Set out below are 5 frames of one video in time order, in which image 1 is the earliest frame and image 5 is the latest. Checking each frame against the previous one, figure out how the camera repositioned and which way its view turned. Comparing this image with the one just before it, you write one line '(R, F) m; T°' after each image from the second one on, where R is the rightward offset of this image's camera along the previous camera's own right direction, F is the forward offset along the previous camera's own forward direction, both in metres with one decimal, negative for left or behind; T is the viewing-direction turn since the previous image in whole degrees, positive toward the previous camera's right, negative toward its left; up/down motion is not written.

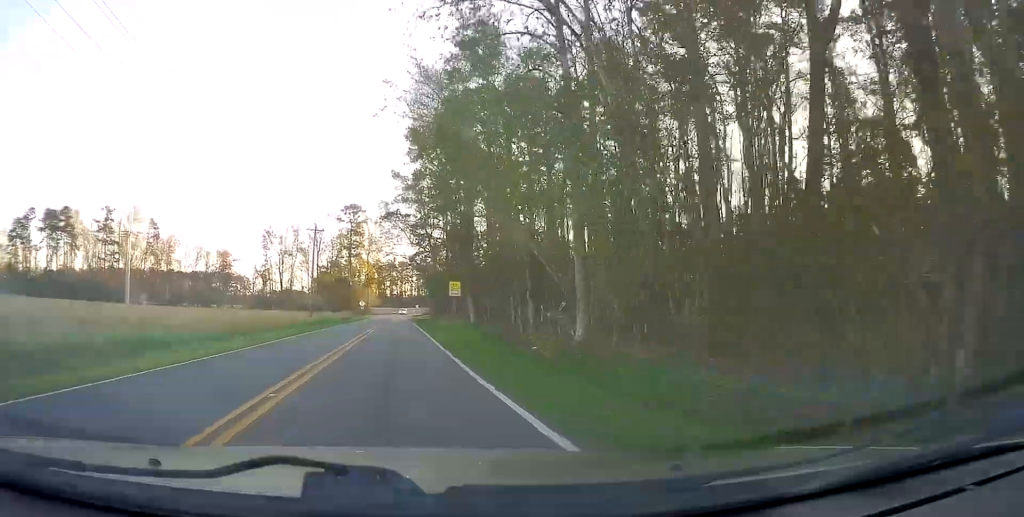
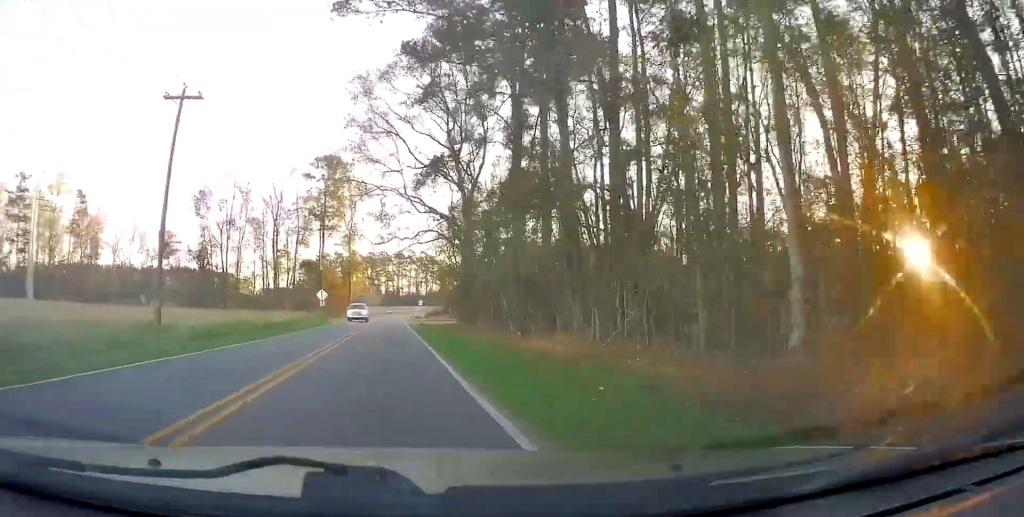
(+1.0, +43.2) m; +2°
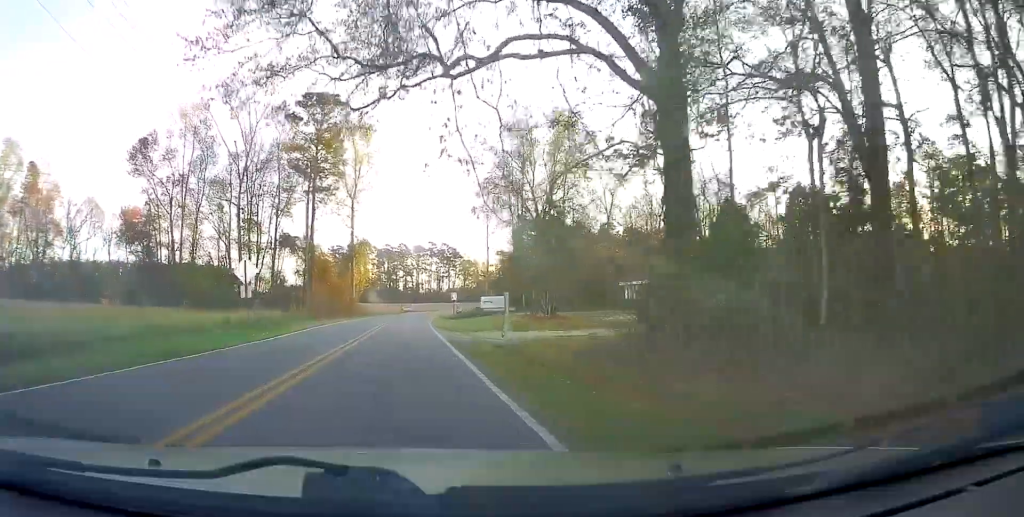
(-0.5, +28.7) m; -3°
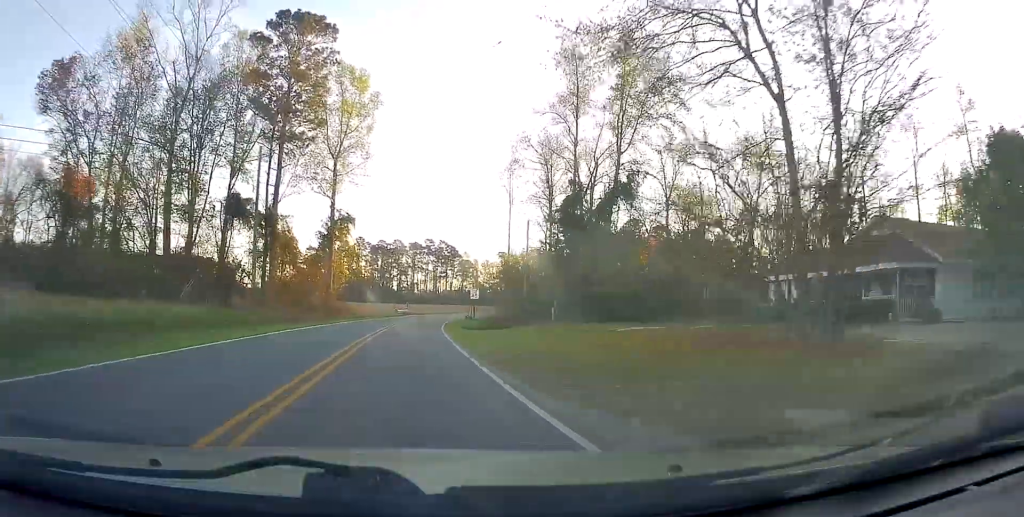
(-0.6, +21.4) m; -1°
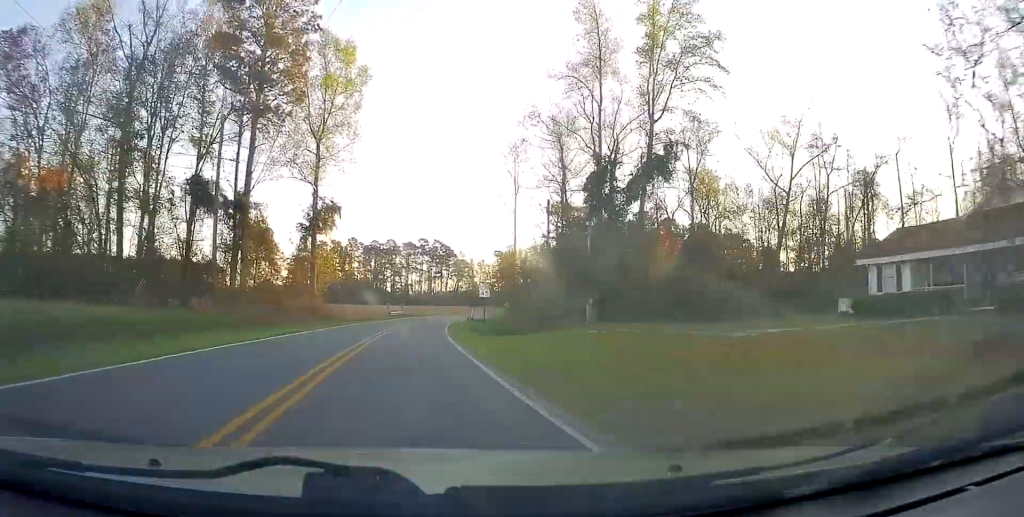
(+0.1, +8.2) m; 0°
